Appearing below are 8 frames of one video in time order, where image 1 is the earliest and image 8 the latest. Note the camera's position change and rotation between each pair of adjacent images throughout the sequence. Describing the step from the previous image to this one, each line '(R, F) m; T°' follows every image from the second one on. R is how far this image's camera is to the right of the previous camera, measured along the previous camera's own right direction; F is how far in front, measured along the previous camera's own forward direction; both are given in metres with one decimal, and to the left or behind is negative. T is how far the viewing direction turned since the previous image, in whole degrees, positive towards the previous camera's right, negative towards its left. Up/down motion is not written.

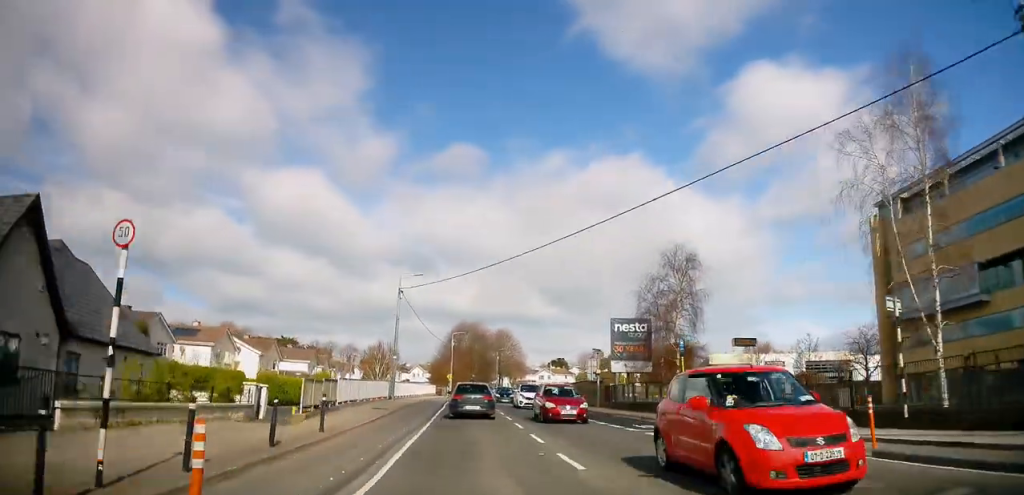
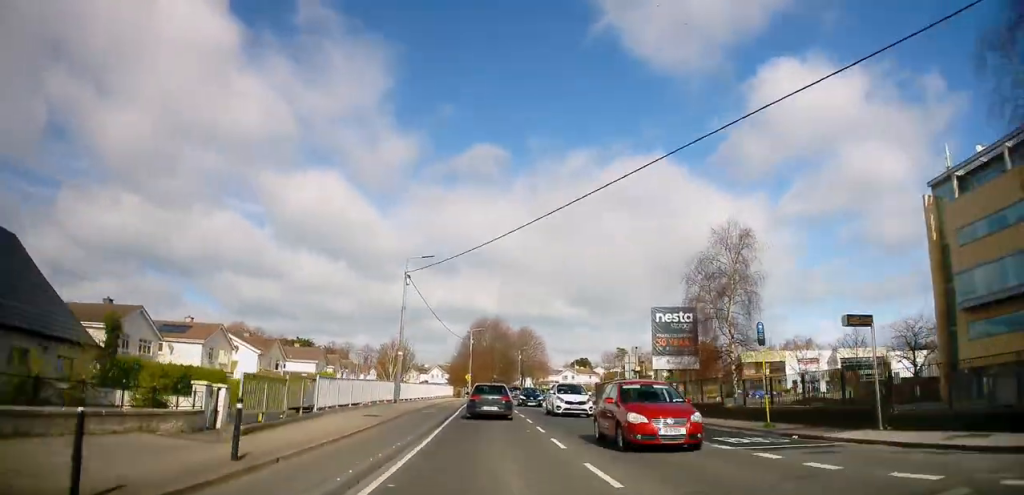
(-0.3, +5.8) m; -2°
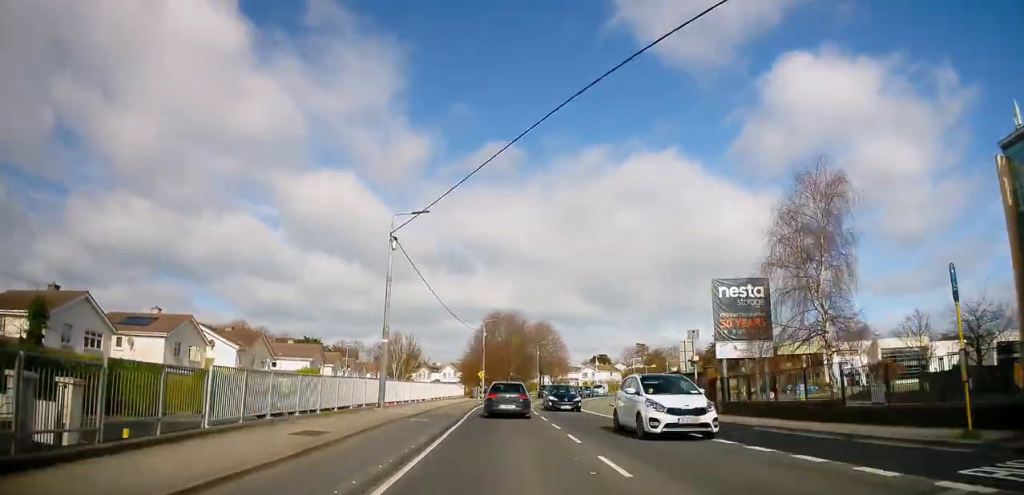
(-0.3, +8.6) m; -2°
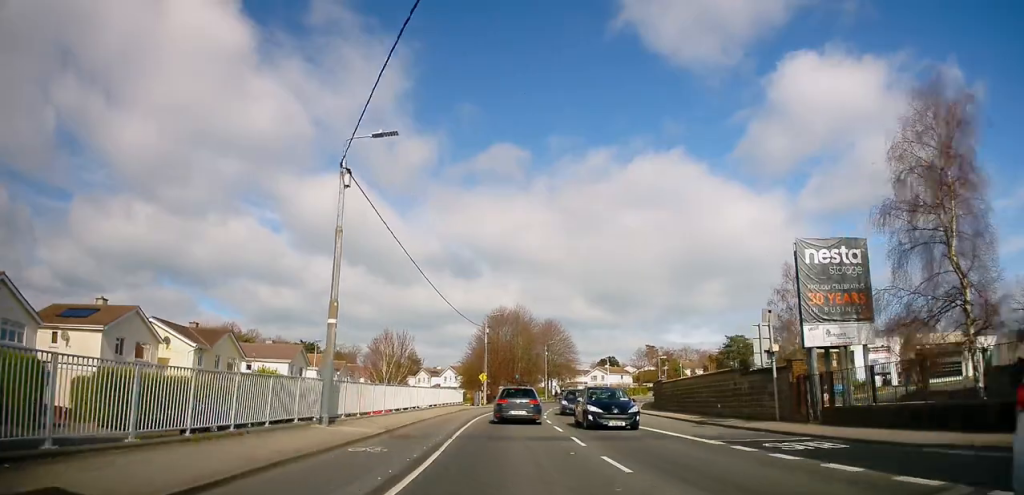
(-0.1, +8.9) m; -1°
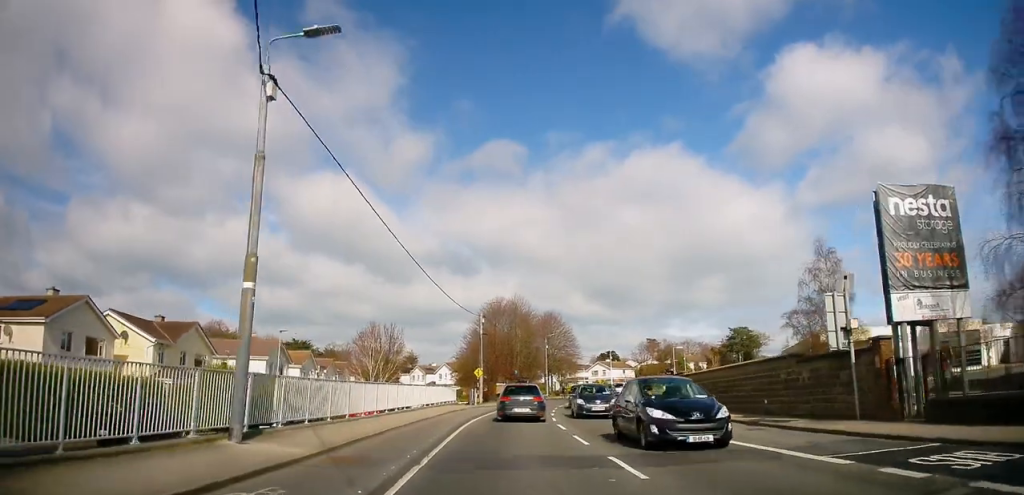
(0.0, +5.3) m; +1°
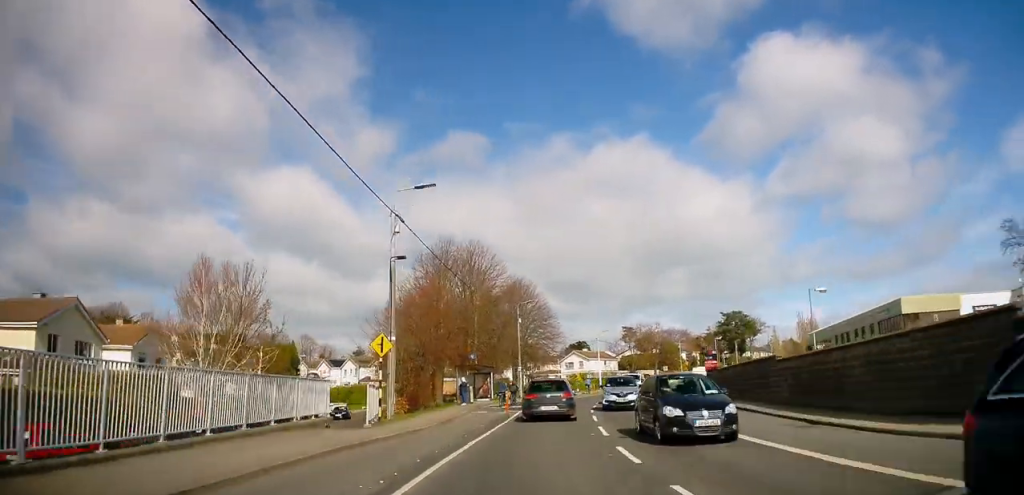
(+0.2, +28.9) m; +2°
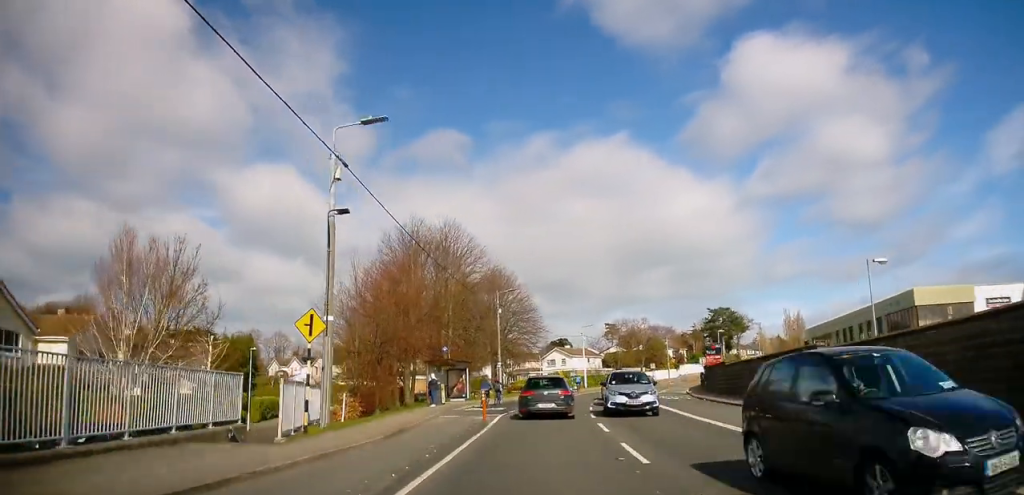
(+0.1, +5.5) m; +1°
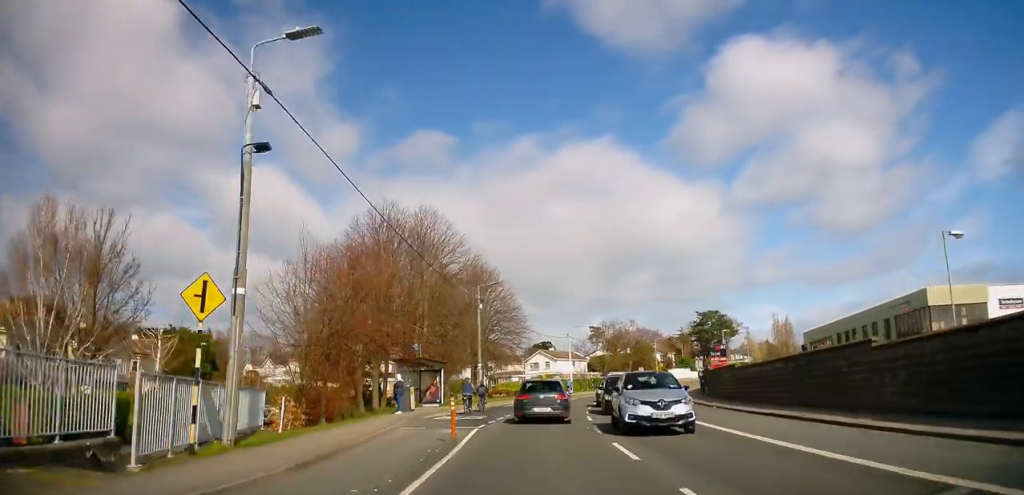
(+0.1, +5.0) m; +2°
